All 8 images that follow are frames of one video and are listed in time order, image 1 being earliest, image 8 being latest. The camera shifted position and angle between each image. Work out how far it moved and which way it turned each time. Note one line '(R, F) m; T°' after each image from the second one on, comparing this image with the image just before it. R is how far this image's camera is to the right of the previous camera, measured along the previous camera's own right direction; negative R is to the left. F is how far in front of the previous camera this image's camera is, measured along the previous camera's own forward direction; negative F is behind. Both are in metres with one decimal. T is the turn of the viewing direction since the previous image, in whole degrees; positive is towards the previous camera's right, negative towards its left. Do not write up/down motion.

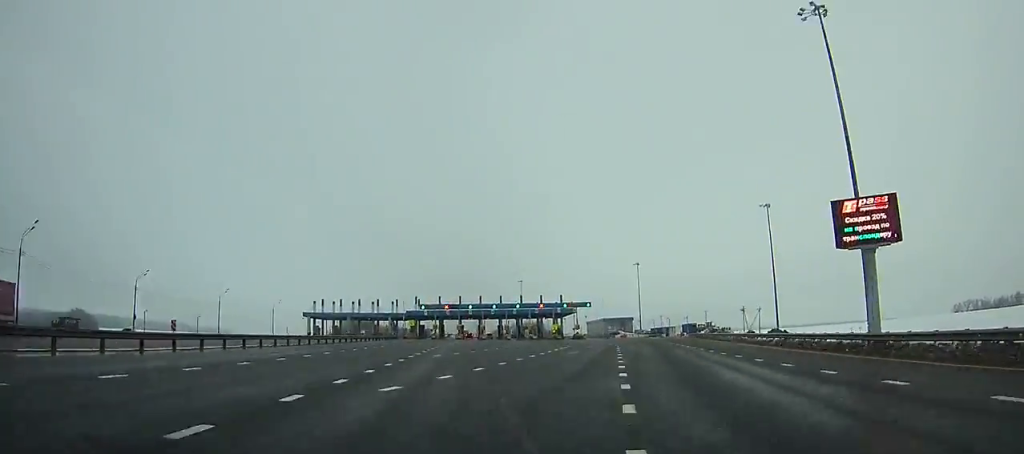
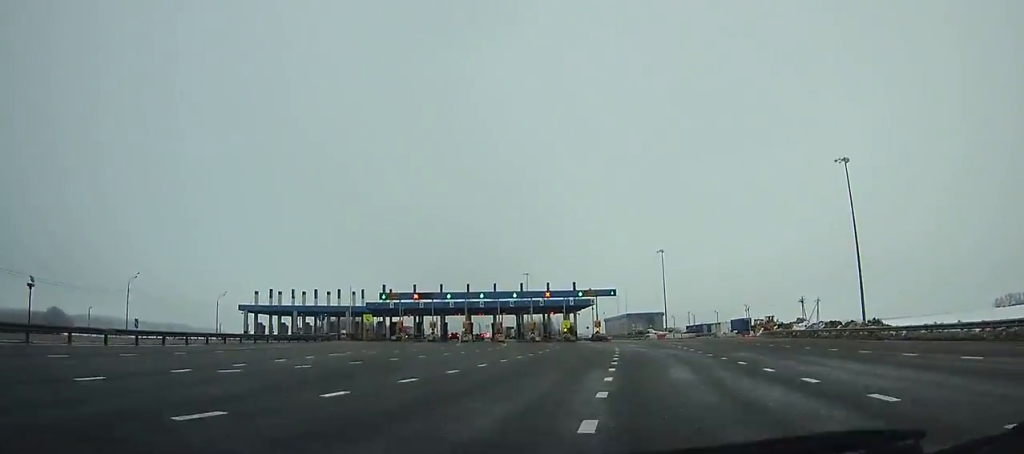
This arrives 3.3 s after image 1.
(+1.0, +37.3) m; +3°
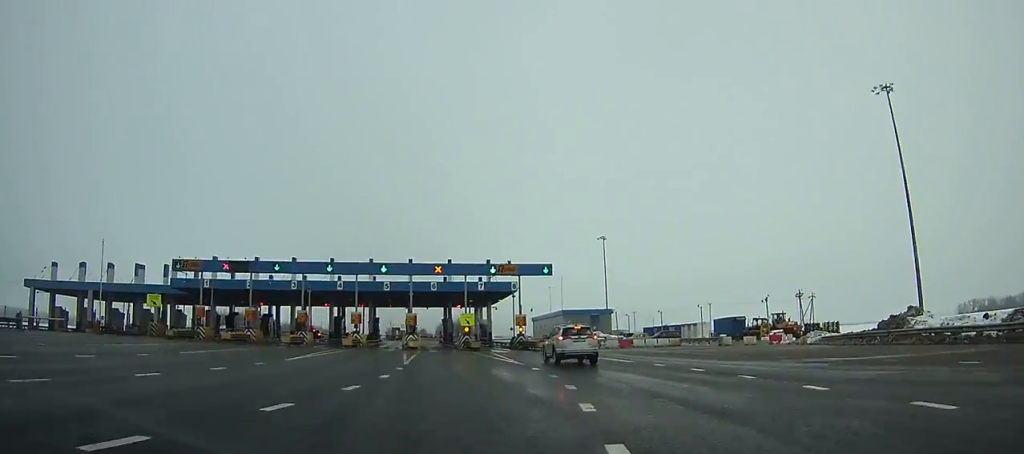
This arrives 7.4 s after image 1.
(+1.2, +36.5) m; +5°
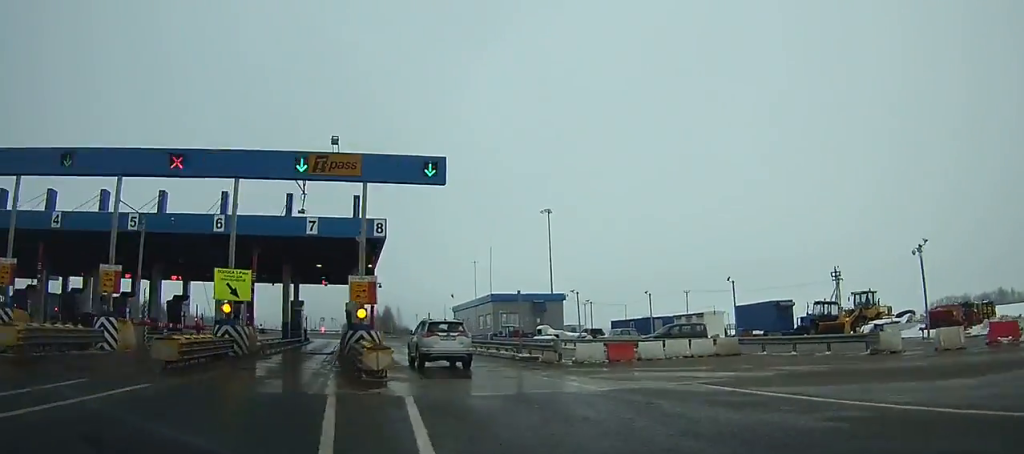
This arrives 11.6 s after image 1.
(+0.6, +28.4) m; -3°
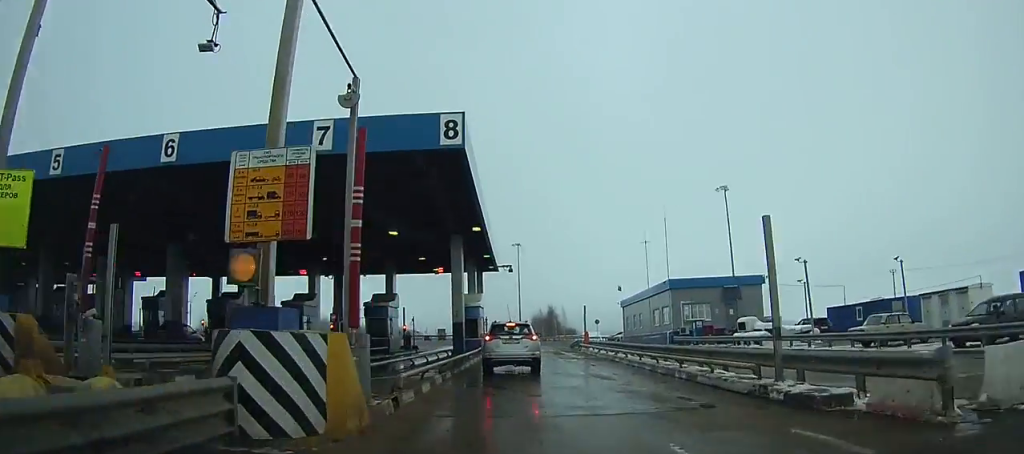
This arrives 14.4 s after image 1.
(-0.8, +14.7) m; -8°
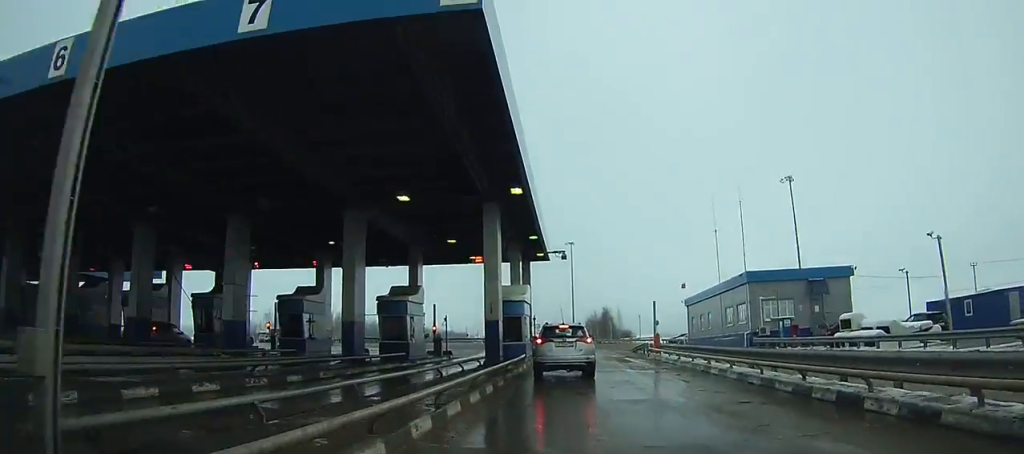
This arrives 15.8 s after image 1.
(-0.6, +6.0) m; -3°
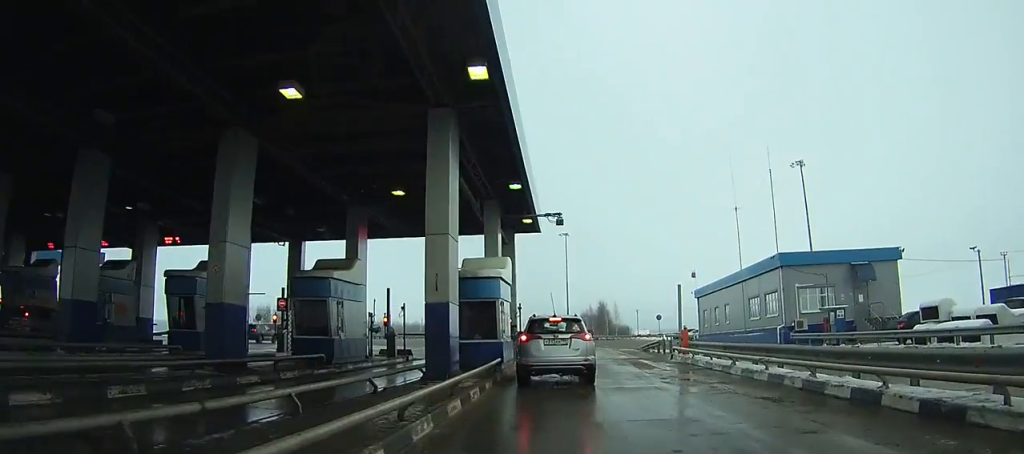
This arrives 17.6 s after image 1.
(-0.2, +6.5) m; -2°
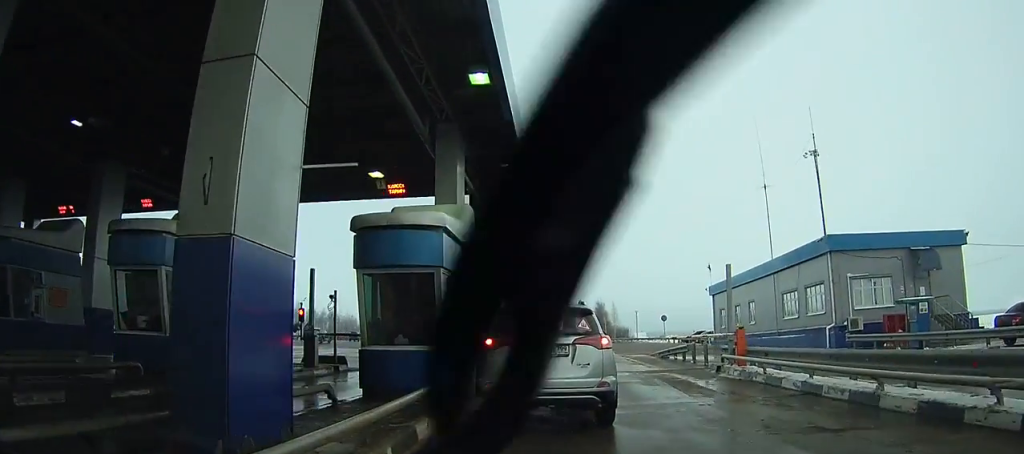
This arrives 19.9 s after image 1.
(+0.1, +6.6) m; -1°
